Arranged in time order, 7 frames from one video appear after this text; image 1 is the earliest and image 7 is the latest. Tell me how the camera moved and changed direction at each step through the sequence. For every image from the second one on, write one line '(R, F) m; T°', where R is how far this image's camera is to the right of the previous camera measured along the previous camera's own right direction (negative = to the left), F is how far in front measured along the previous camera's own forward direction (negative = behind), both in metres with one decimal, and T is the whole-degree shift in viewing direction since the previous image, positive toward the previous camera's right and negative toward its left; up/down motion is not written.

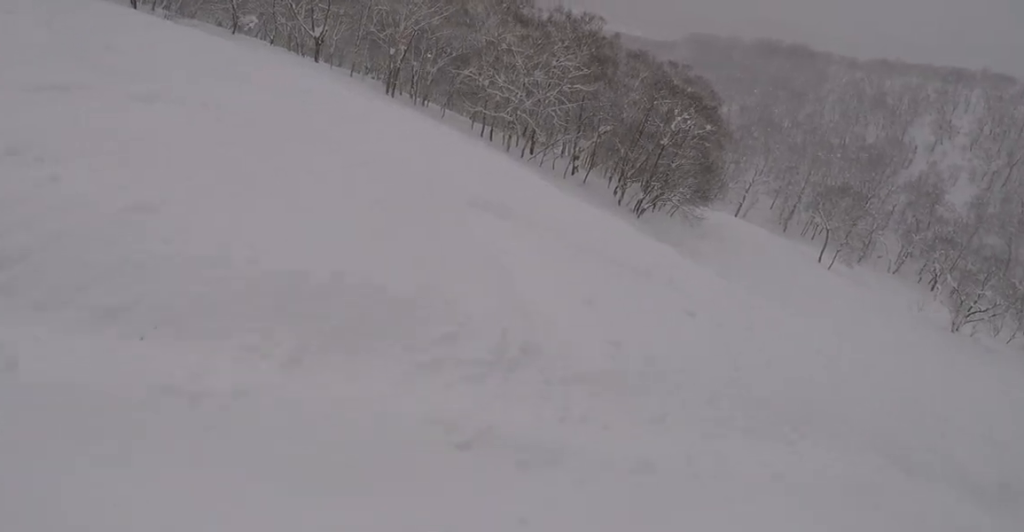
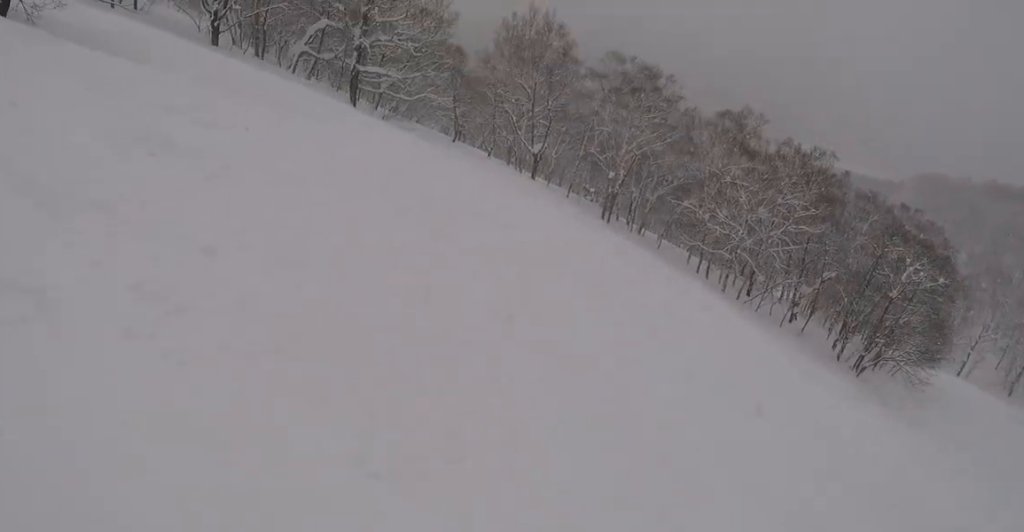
(-0.9, +3.1) m; -25°
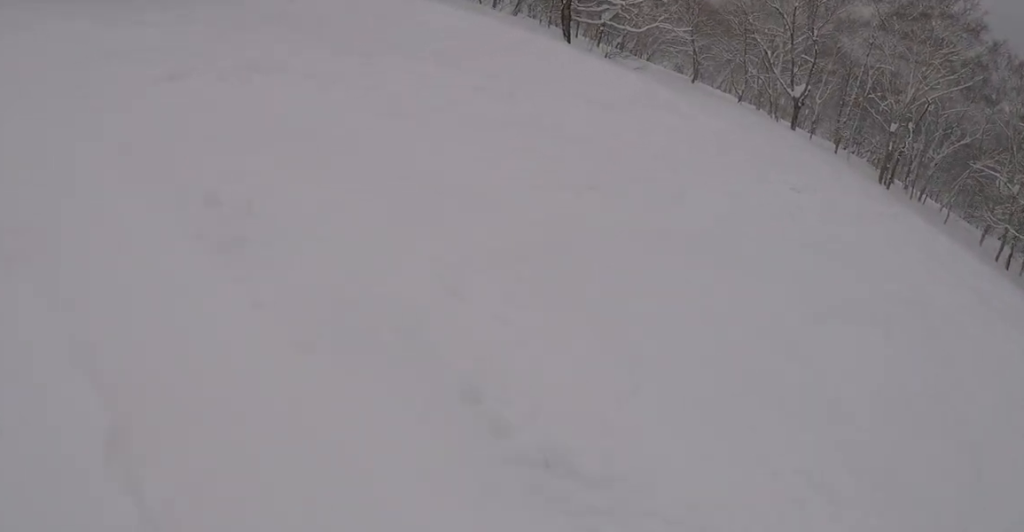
(-2.3, +8.9) m; -14°
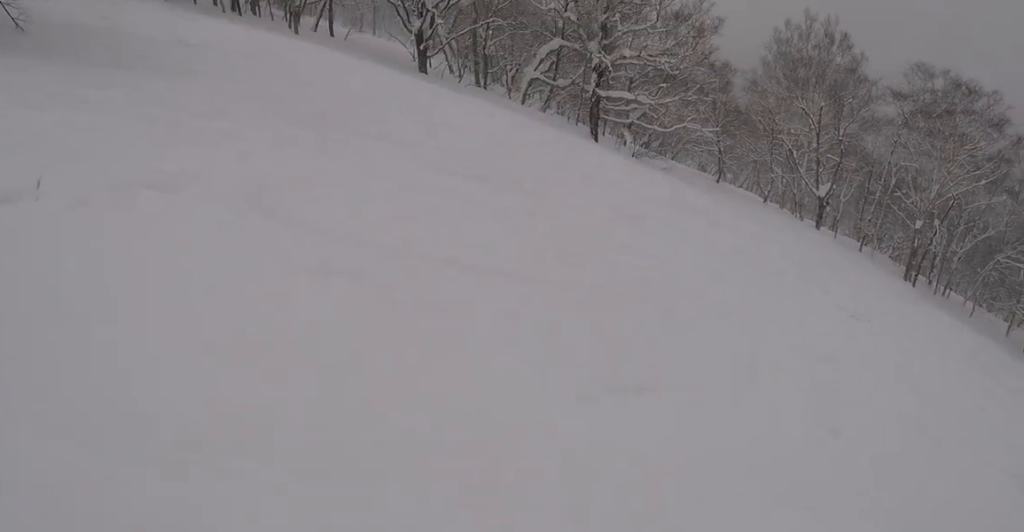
(+0.4, +2.3) m; +2°
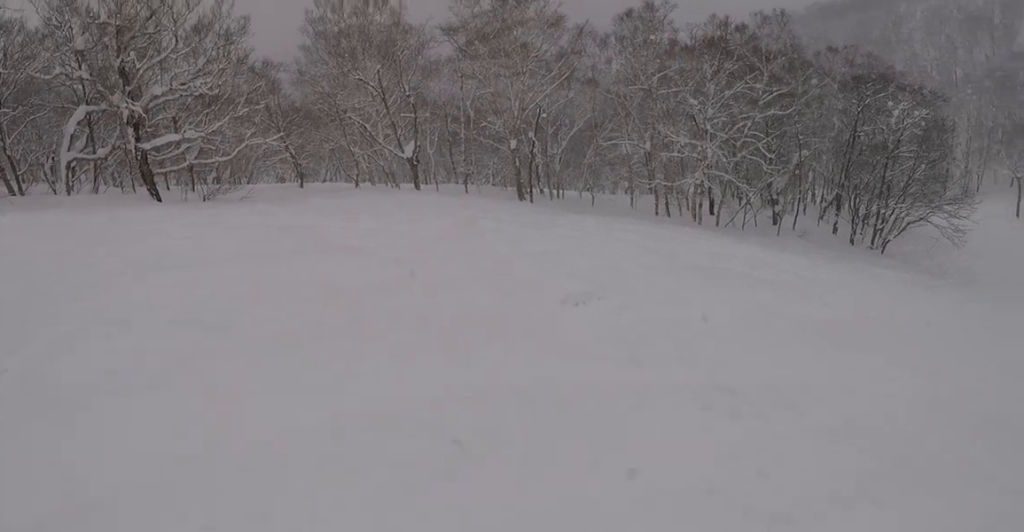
(+0.2, +5.2) m; +40°
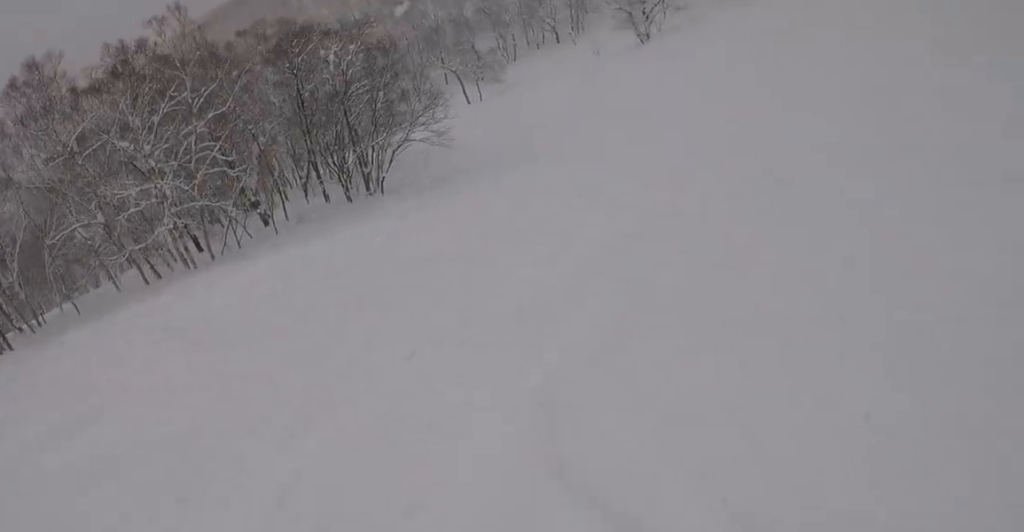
(+3.5, +4.1) m; +57°
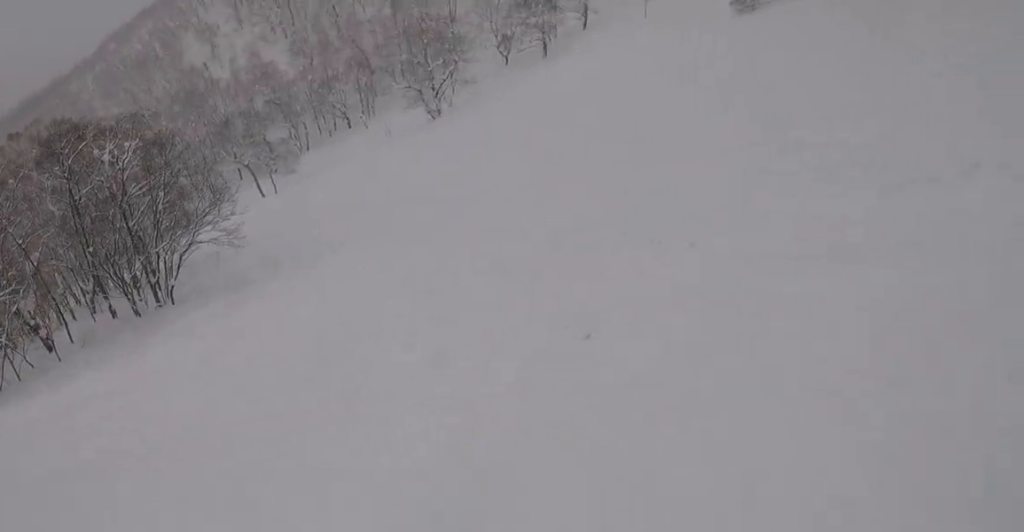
(+0.3, +3.3) m; +5°
